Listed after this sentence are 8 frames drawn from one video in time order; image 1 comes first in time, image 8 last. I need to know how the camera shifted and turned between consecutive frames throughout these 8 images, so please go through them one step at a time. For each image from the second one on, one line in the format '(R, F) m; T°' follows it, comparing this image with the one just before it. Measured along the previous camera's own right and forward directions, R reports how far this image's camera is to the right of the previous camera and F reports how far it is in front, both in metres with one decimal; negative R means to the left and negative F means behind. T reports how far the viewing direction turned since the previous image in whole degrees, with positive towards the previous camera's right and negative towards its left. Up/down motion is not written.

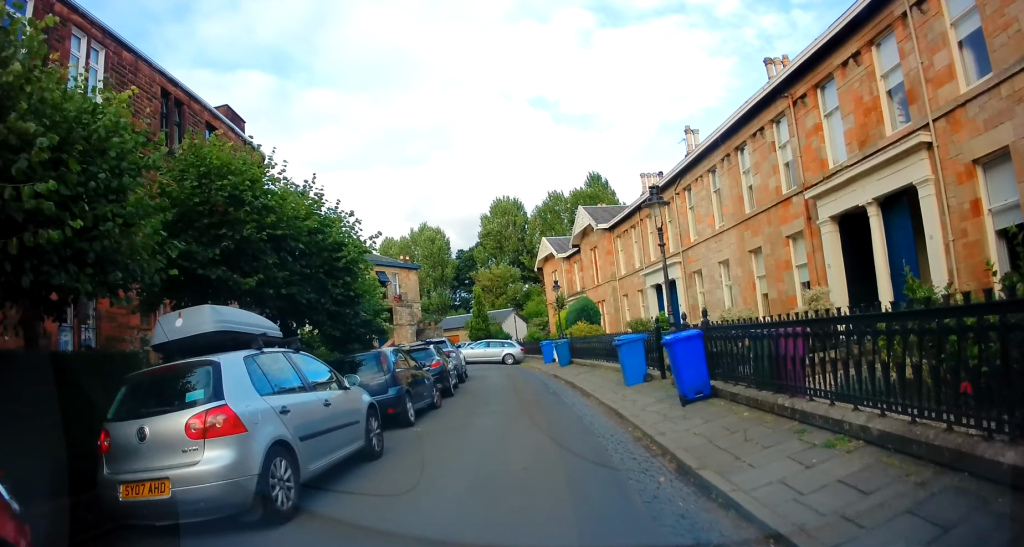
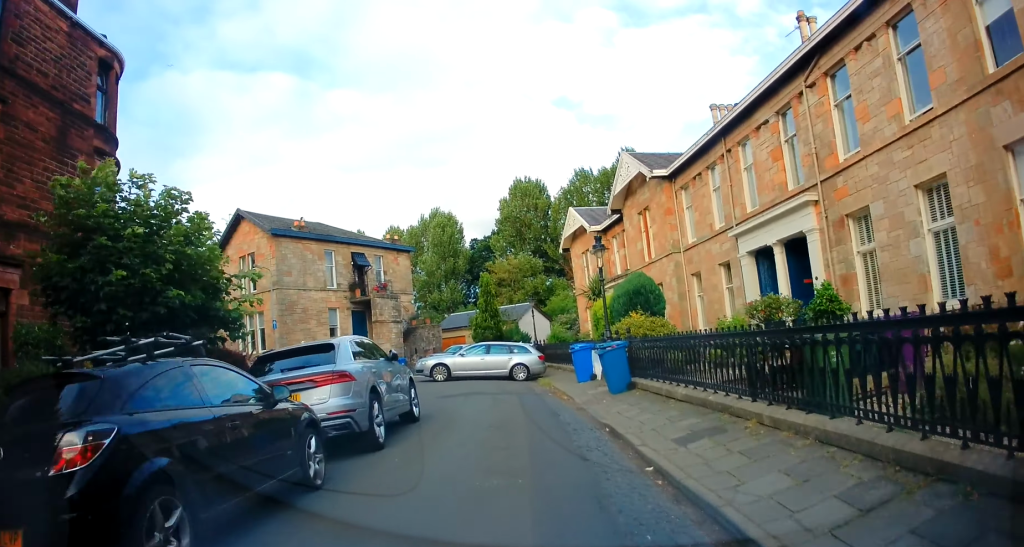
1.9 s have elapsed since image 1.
(-0.3, +12.7) m; +2°
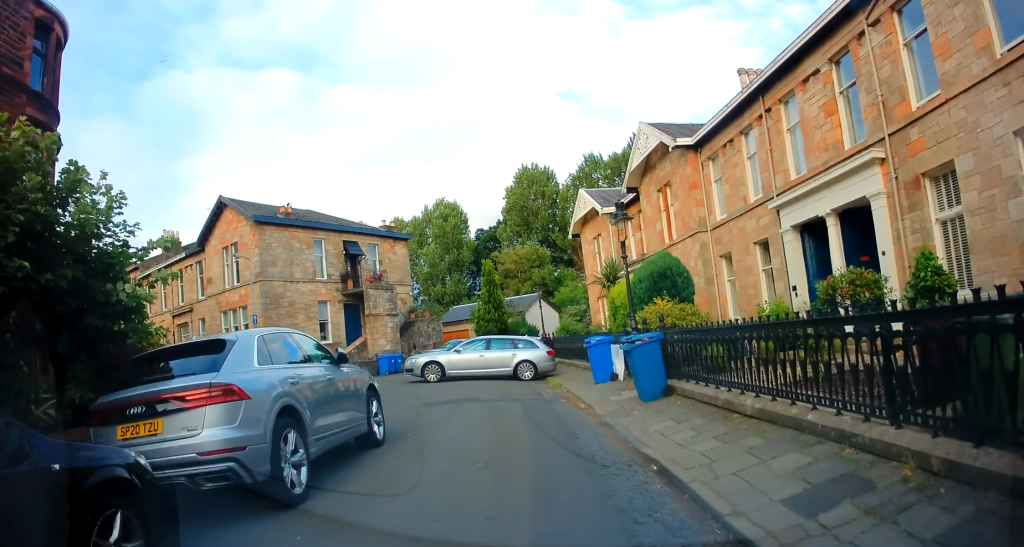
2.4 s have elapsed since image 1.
(+0.1, +3.3) m; +1°
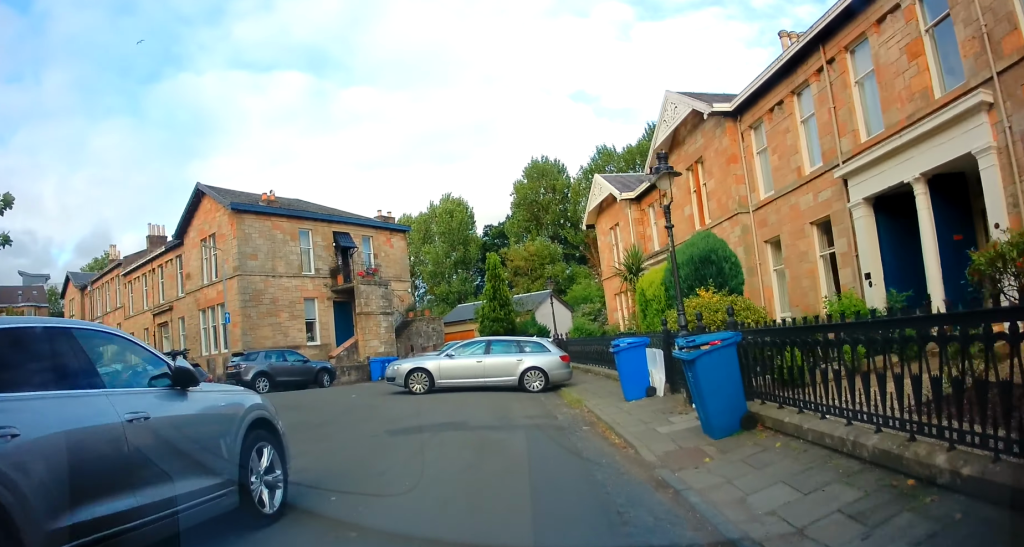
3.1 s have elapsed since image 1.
(0.0, +3.9) m; 0°
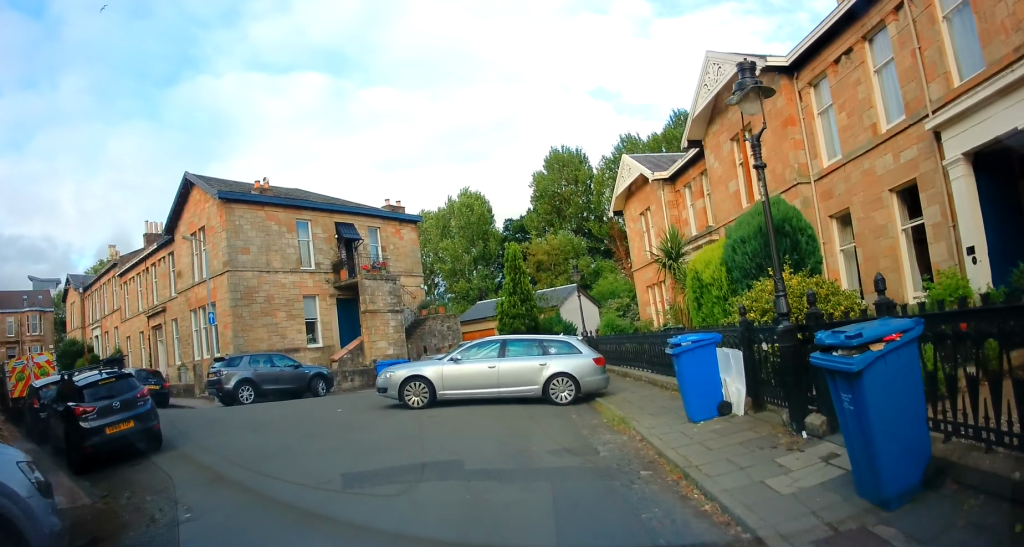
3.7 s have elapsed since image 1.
(0.0, +3.3) m; -8°
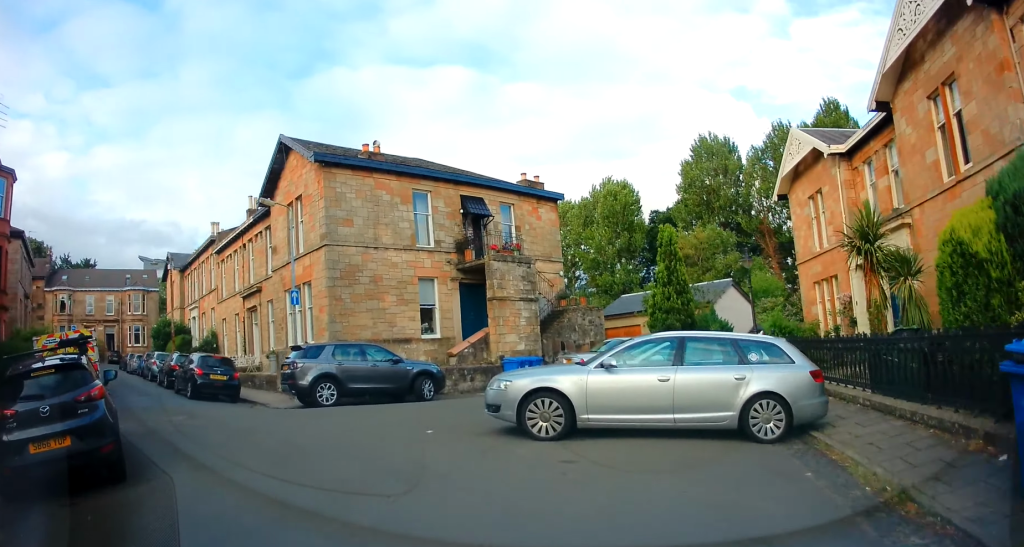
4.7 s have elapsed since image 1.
(-0.6, +4.6) m; -14°
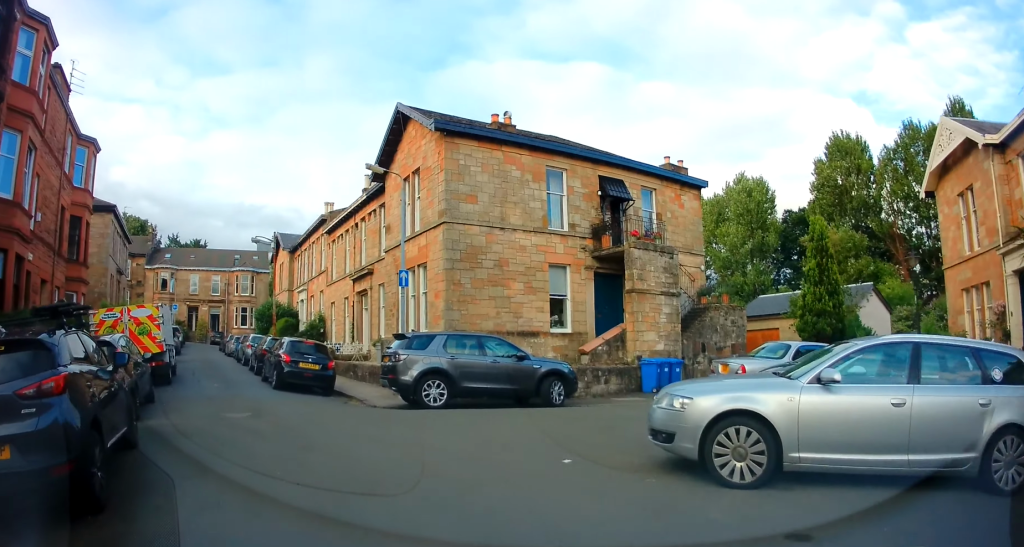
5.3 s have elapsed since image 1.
(-0.3, +2.7) m; -9°
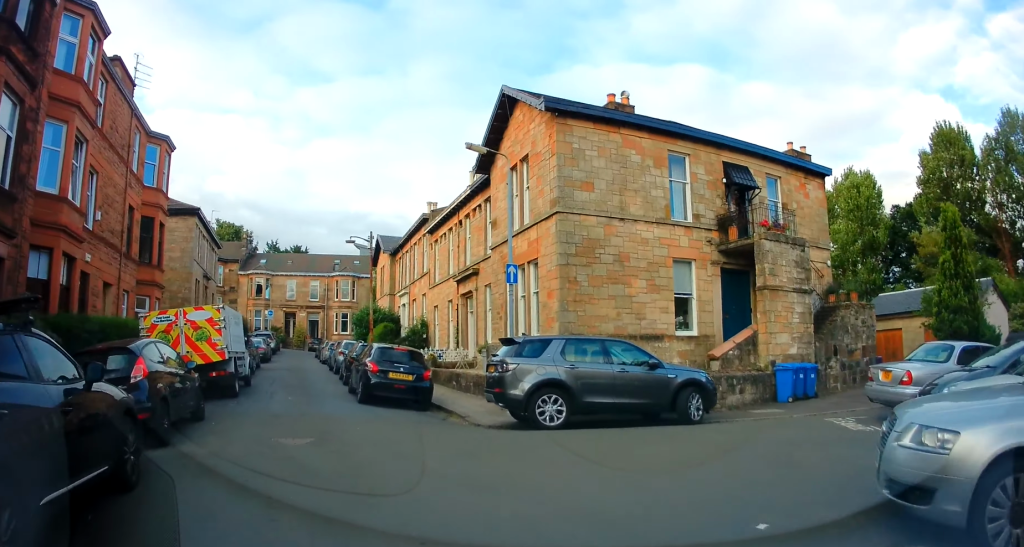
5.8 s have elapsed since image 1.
(0.0, +2.1) m; -7°
